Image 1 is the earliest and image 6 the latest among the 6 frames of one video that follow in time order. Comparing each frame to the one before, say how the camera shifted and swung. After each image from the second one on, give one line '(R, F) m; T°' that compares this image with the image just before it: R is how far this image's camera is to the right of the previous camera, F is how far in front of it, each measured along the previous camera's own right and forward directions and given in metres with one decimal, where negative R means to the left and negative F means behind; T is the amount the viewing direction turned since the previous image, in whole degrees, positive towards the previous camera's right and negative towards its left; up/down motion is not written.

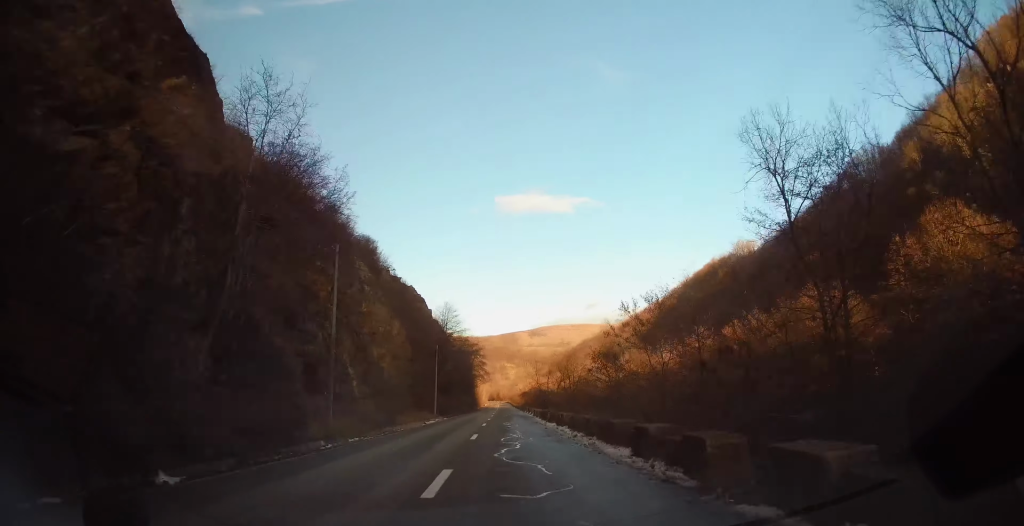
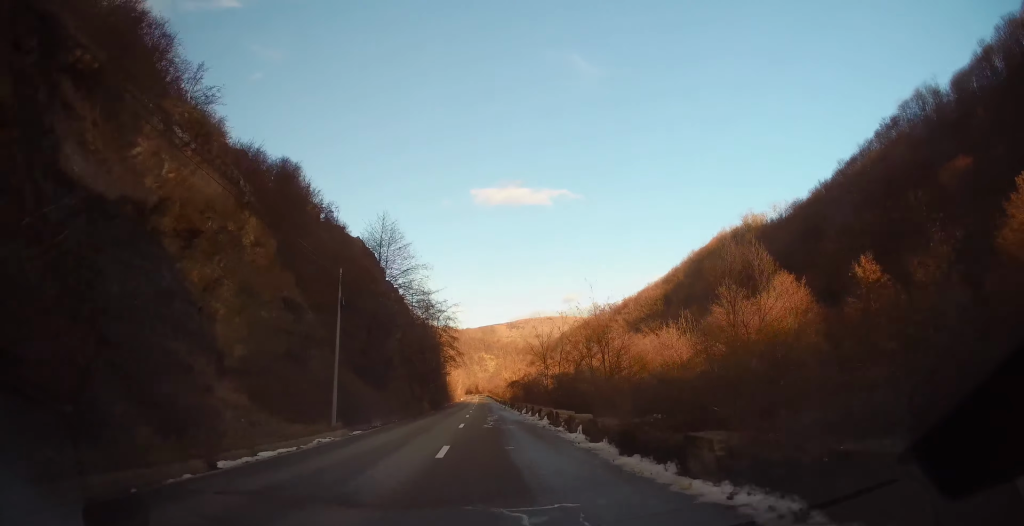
(+1.1, +28.9) m; +2°
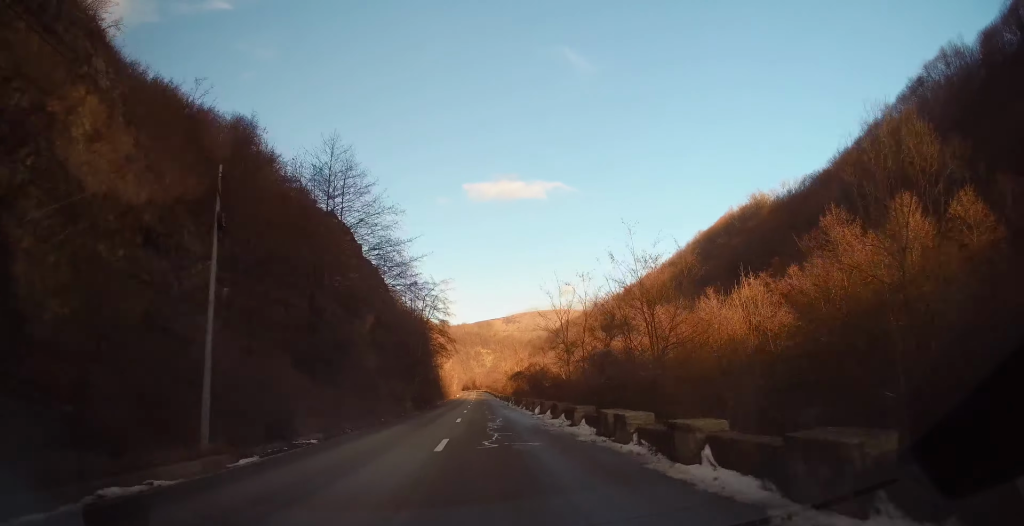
(0.0, +11.3) m; 0°
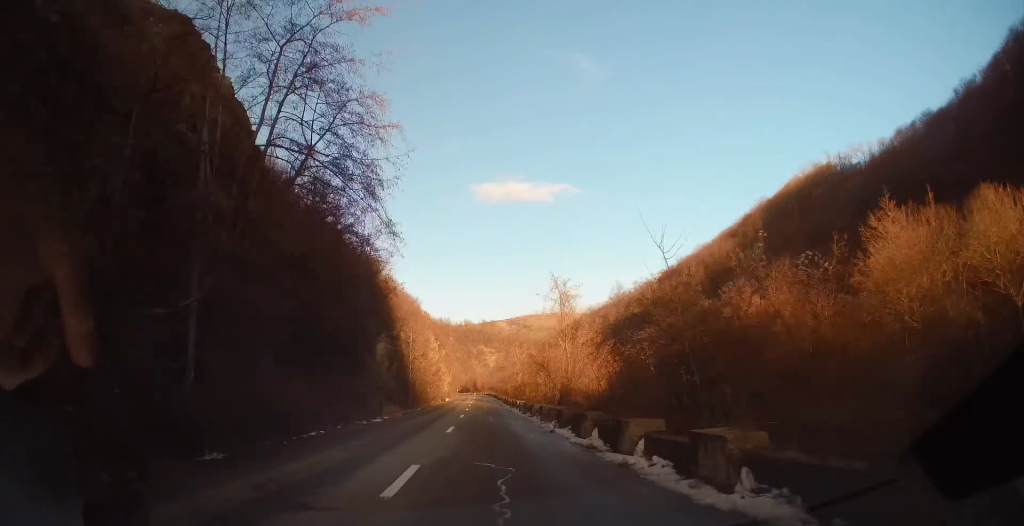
(-0.3, +40.0) m; -1°
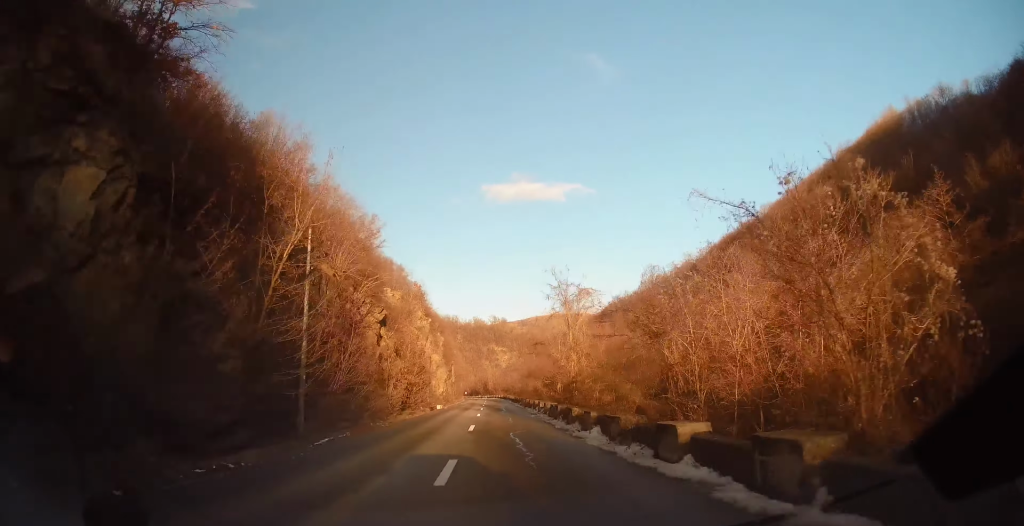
(-0.5, +32.9) m; -1°
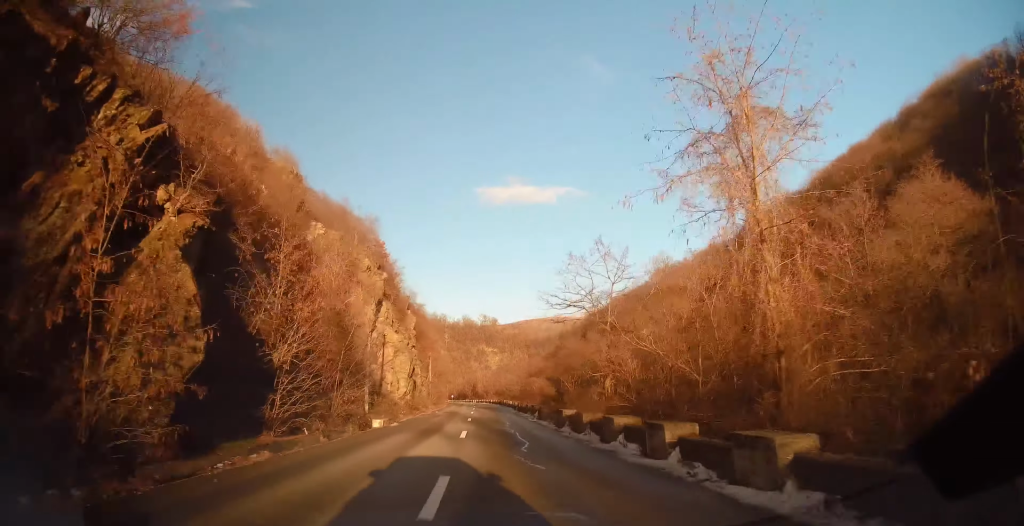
(+0.4, +25.0) m; +2°
